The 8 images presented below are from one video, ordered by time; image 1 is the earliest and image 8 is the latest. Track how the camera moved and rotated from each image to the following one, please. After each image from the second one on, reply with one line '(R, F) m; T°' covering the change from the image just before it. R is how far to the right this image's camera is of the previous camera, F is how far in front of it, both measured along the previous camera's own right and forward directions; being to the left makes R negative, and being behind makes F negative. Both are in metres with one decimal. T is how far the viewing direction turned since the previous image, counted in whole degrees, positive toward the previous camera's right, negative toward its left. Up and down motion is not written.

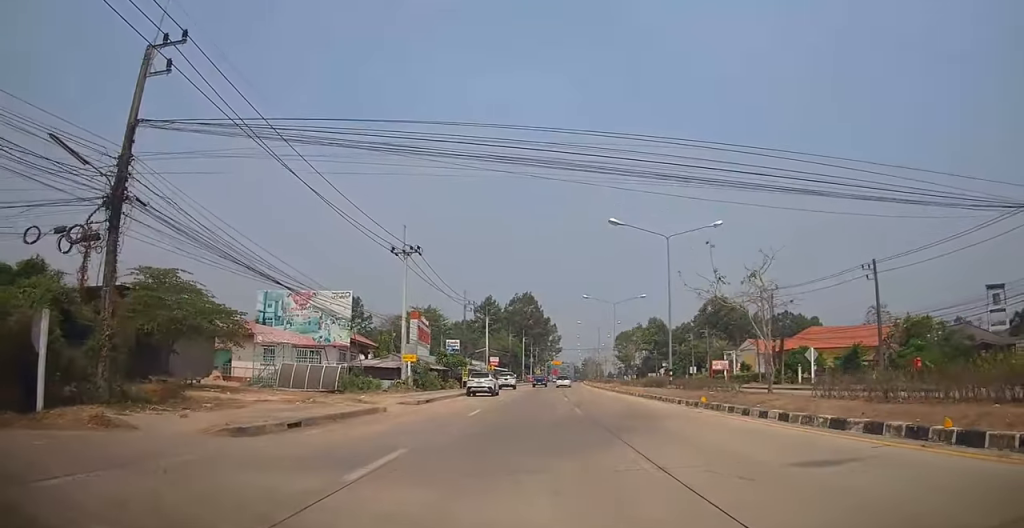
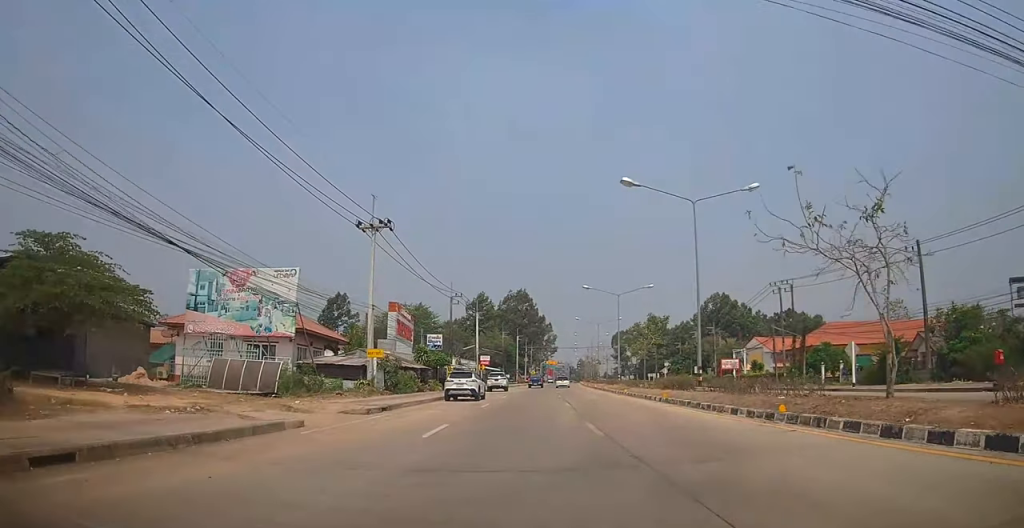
(+0.3, +7.0) m; 0°
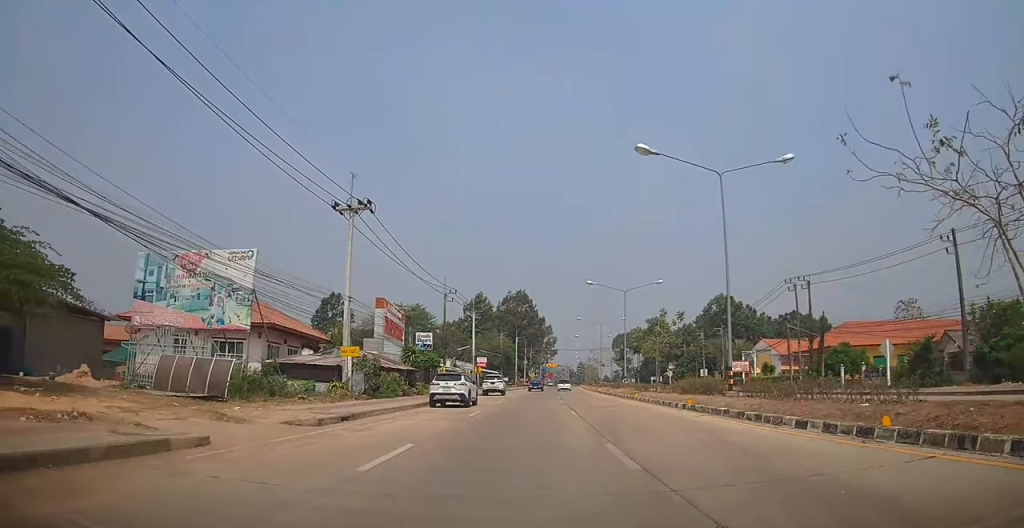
(+0.2, +4.4) m; 0°
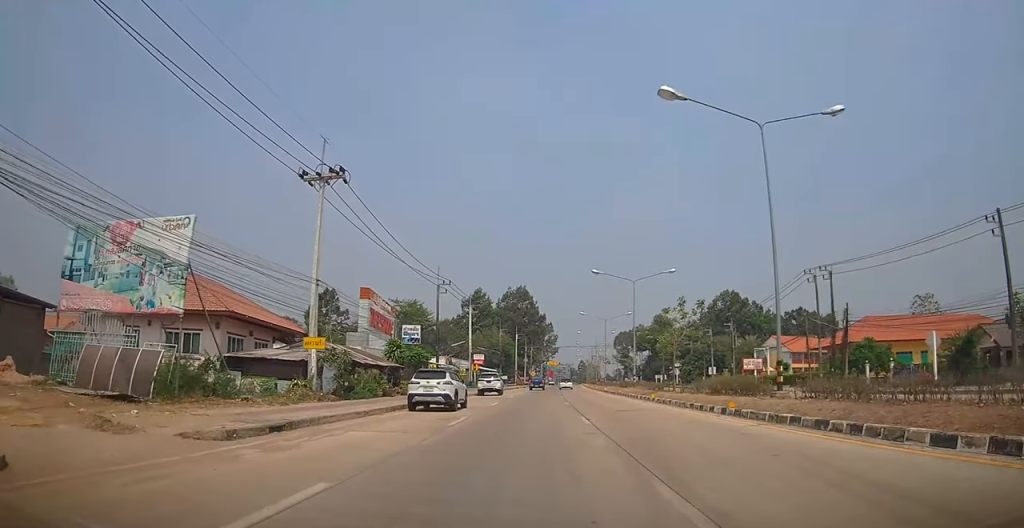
(-0.3, +4.6) m; 0°
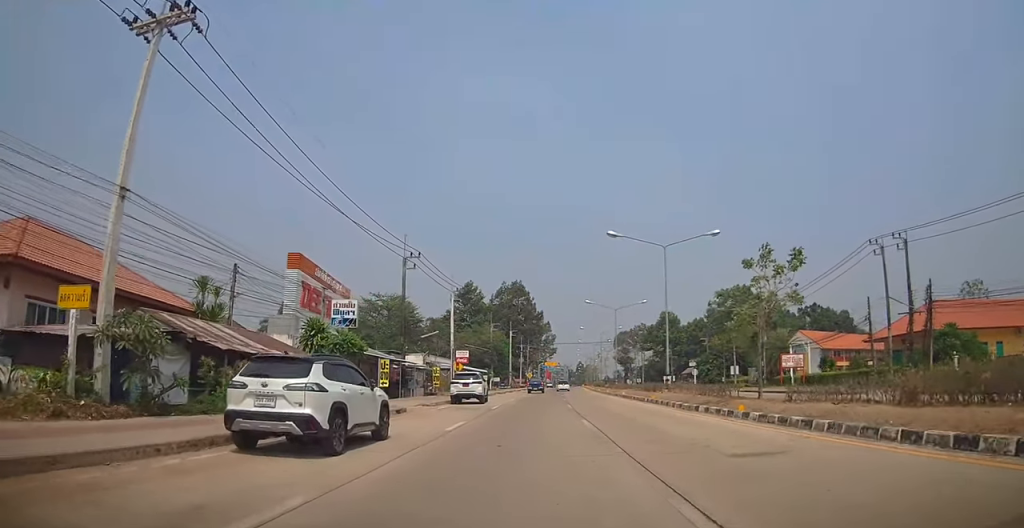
(+0.4, +12.5) m; +1°
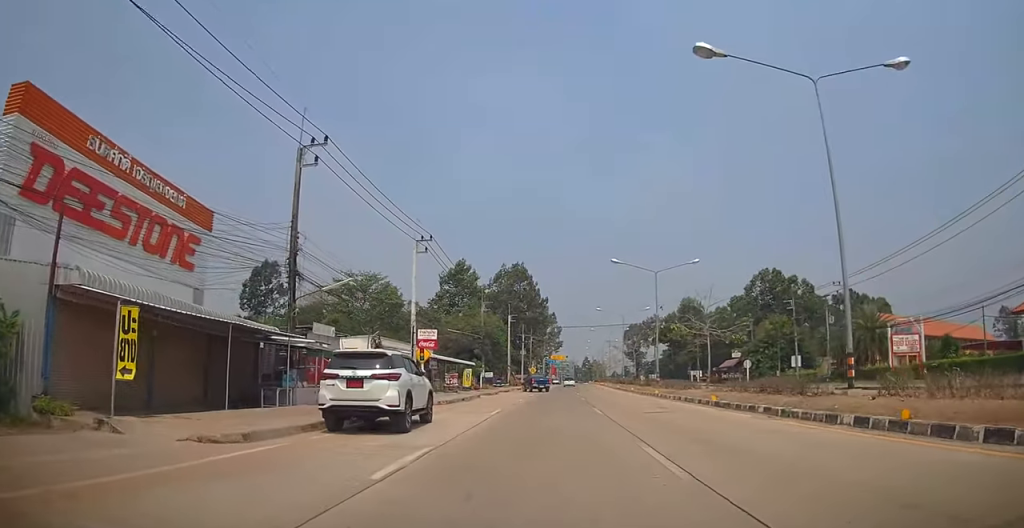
(0.0, +19.5) m; +3°
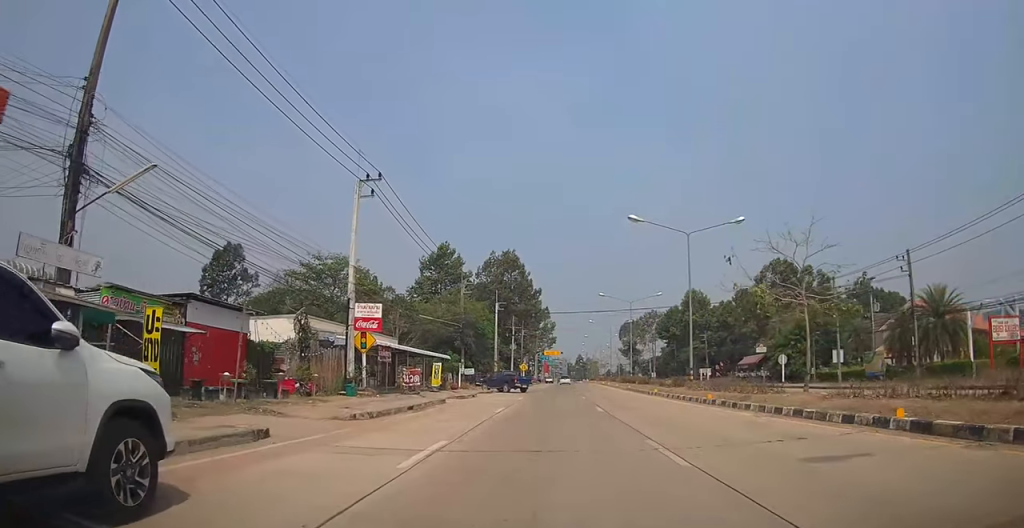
(+0.1, +11.3) m; 0°
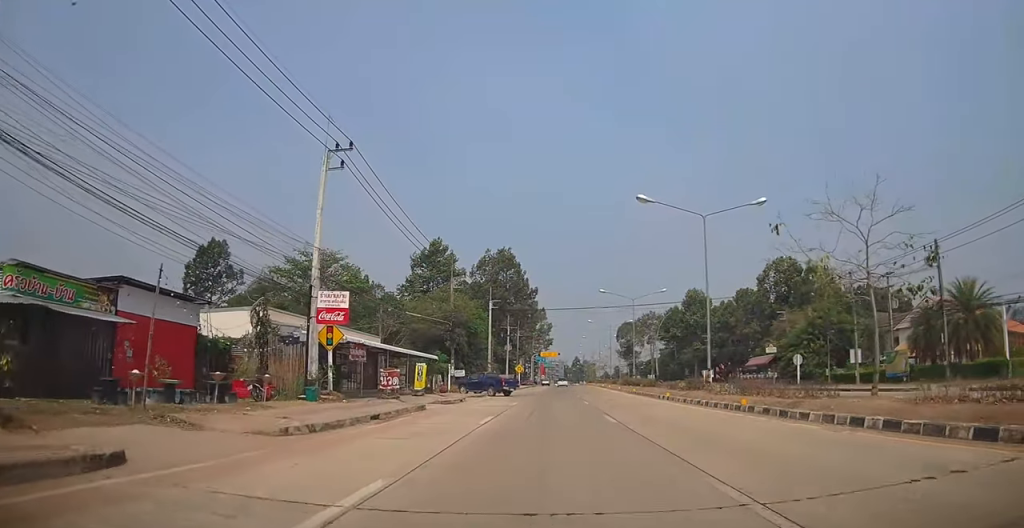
(0.0, +4.1) m; 0°
